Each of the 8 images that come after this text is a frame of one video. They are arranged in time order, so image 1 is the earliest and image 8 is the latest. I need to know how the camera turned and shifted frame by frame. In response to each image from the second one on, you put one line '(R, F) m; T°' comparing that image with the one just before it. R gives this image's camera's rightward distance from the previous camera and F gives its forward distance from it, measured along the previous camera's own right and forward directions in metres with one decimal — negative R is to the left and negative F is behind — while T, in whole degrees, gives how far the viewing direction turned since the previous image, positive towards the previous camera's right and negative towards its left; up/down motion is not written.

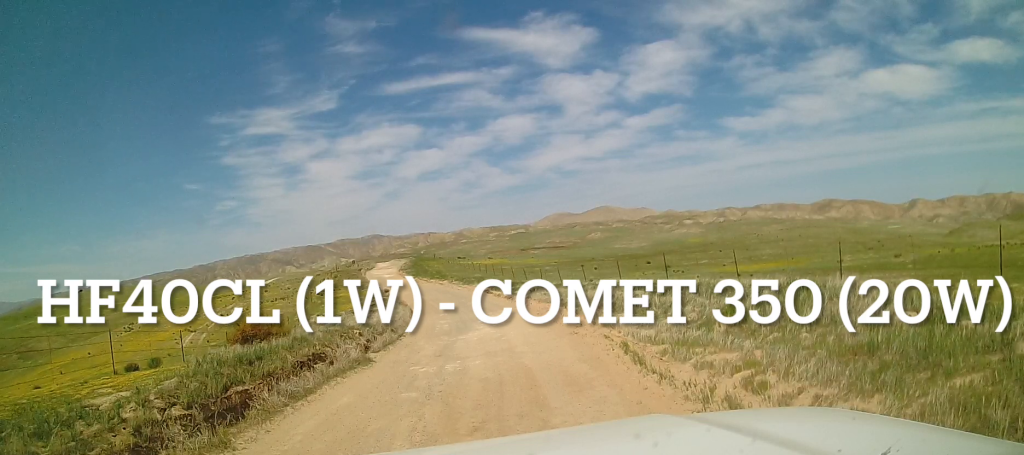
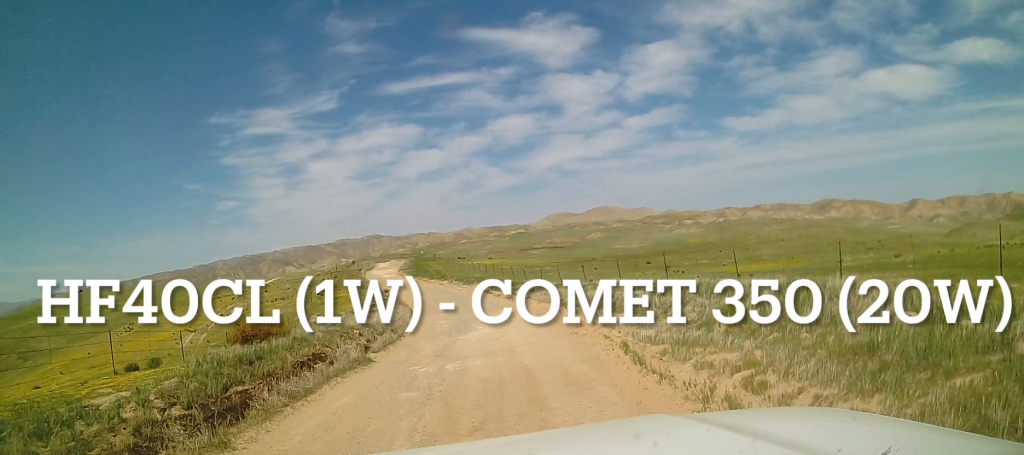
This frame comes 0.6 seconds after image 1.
(0.0, 0.0) m; 0°
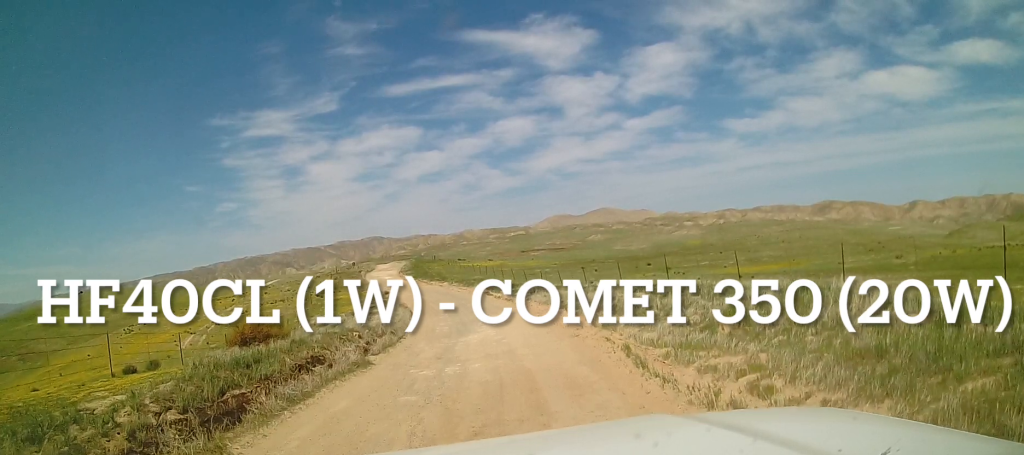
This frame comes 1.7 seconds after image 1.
(0.0, 0.0) m; 0°
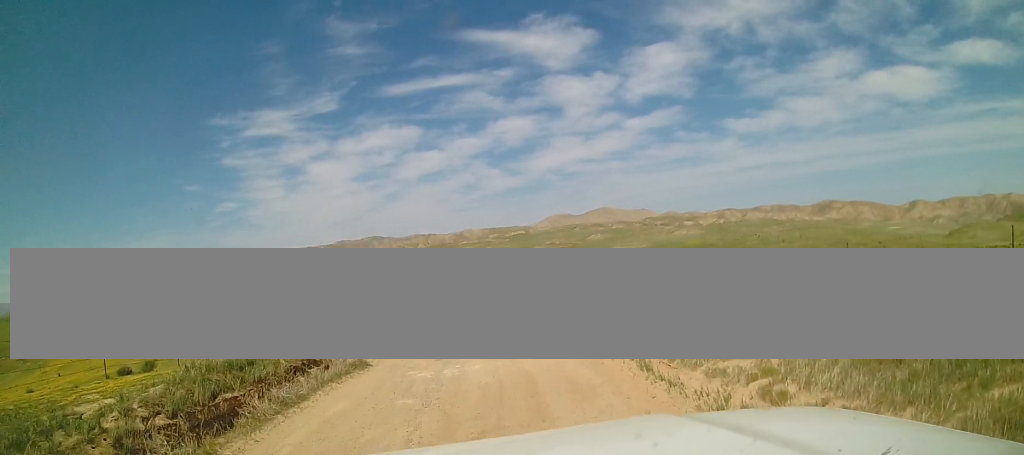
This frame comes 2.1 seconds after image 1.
(0.0, 0.0) m; 0°
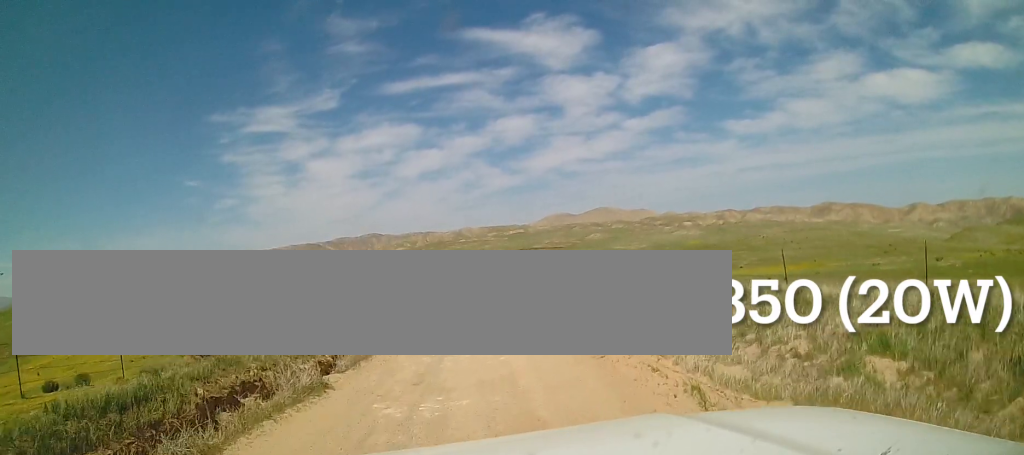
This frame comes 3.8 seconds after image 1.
(0.0, +0.7) m; 0°
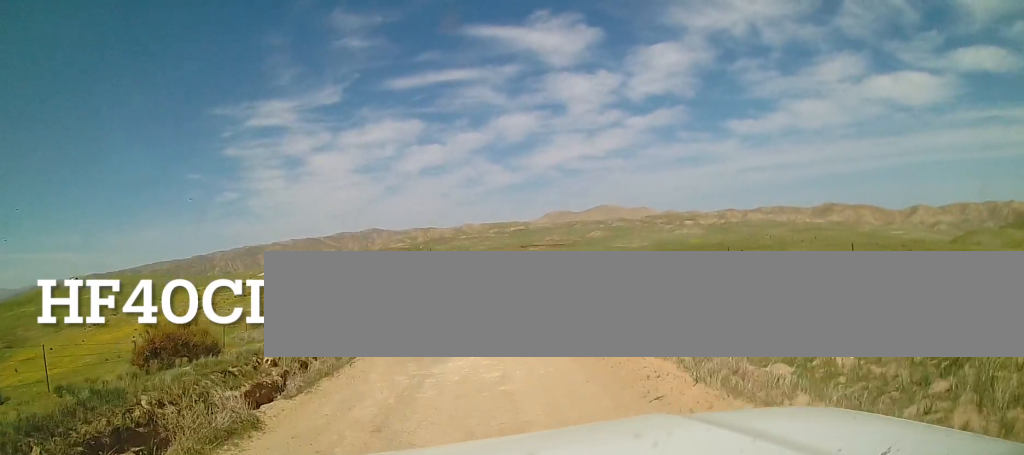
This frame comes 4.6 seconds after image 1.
(0.0, +1.9) m; +2°
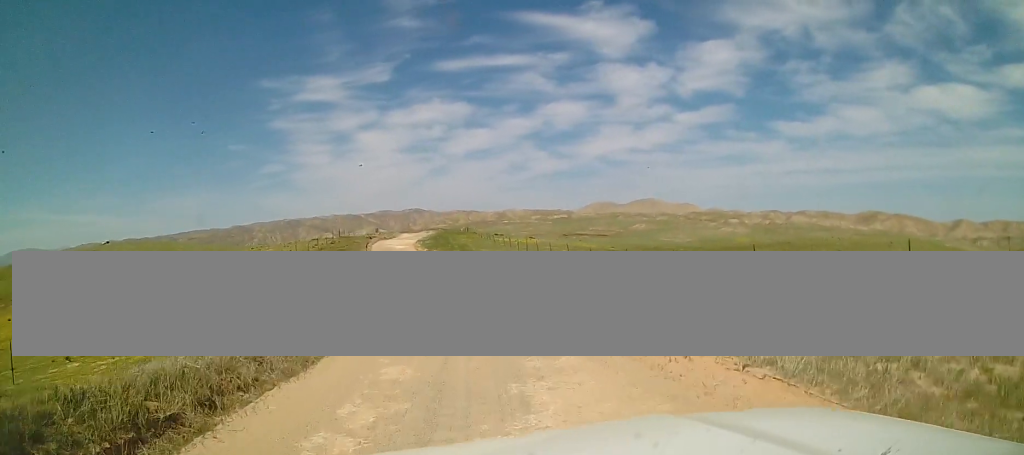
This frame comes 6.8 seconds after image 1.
(+0.7, +10.7) m; +1°
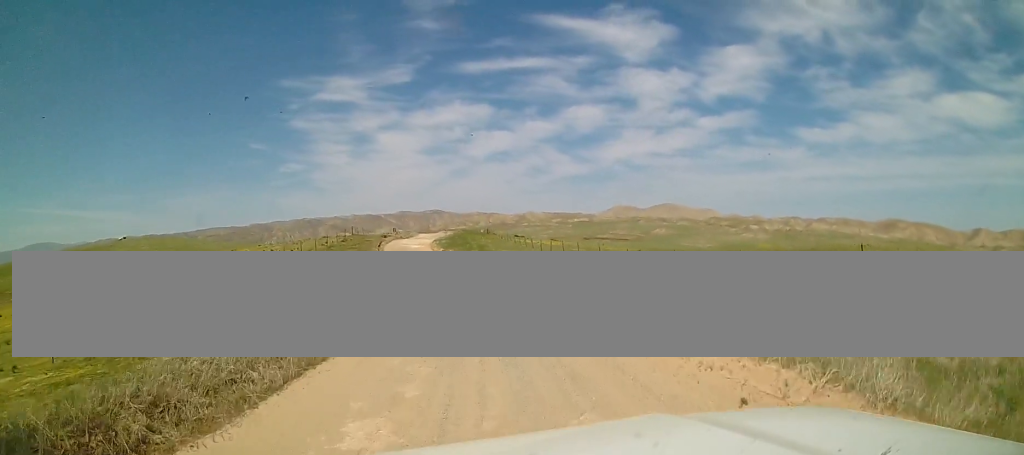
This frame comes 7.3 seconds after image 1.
(0.0, +3.5) m; -3°
